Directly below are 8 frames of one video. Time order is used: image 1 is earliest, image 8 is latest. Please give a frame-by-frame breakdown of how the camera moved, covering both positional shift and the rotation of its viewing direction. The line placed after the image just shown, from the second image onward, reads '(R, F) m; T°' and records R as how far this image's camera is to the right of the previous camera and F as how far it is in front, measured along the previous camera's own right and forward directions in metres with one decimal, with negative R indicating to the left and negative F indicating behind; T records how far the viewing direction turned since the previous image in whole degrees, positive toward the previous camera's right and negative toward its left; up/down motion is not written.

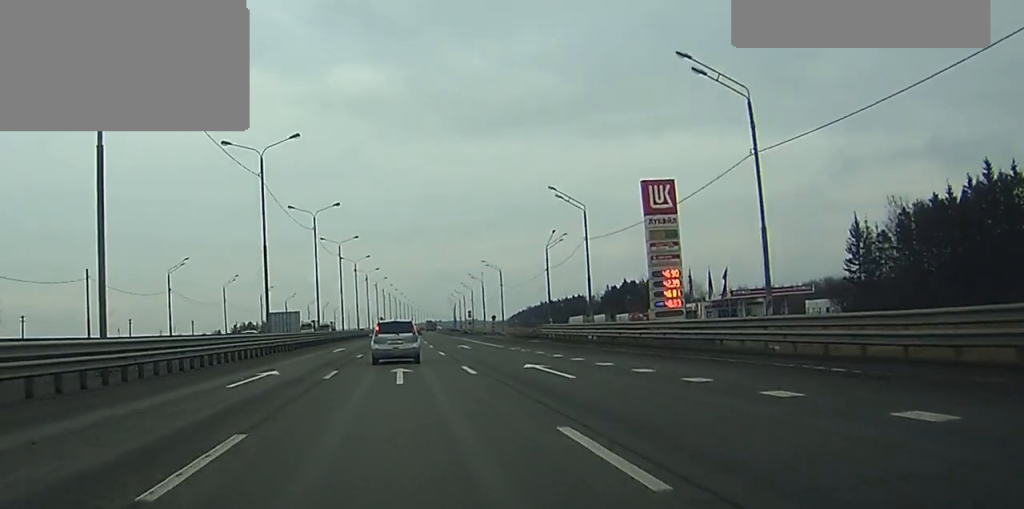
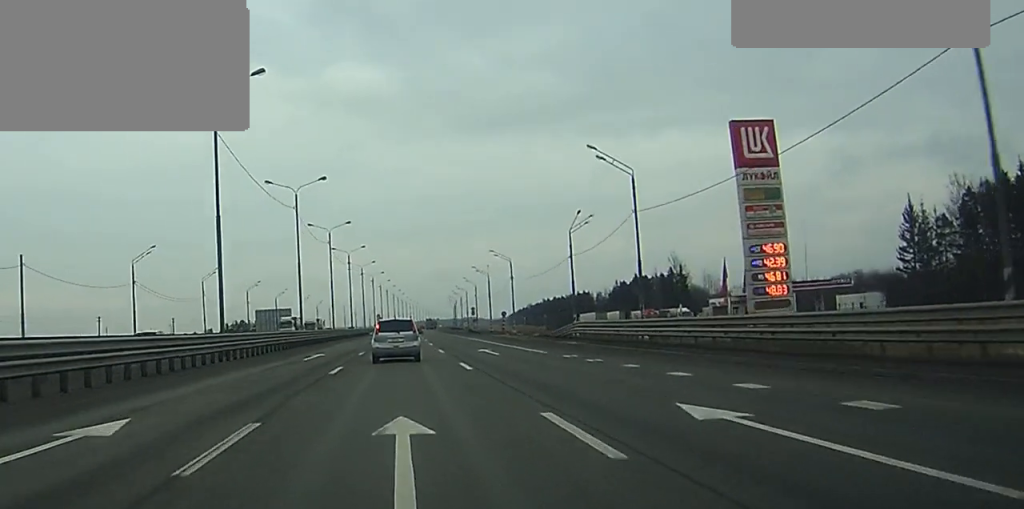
(-0.1, +13.5) m; +1°
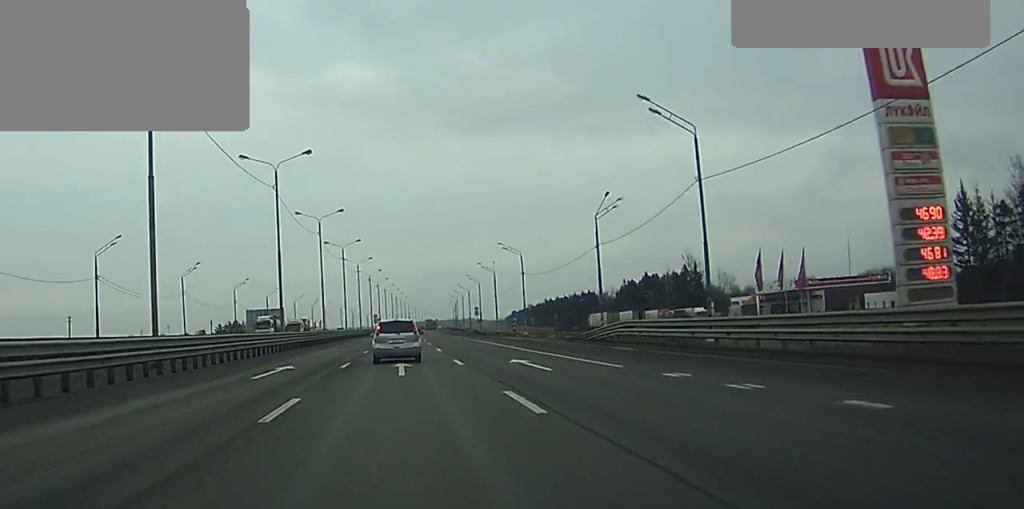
(+0.1, +10.9) m; 0°
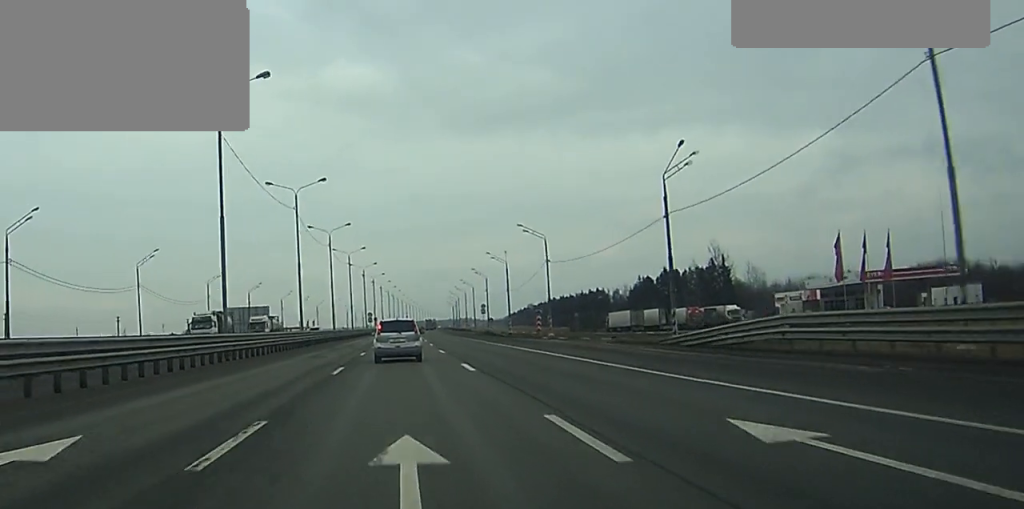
(+0.8, +18.5) m; -1°
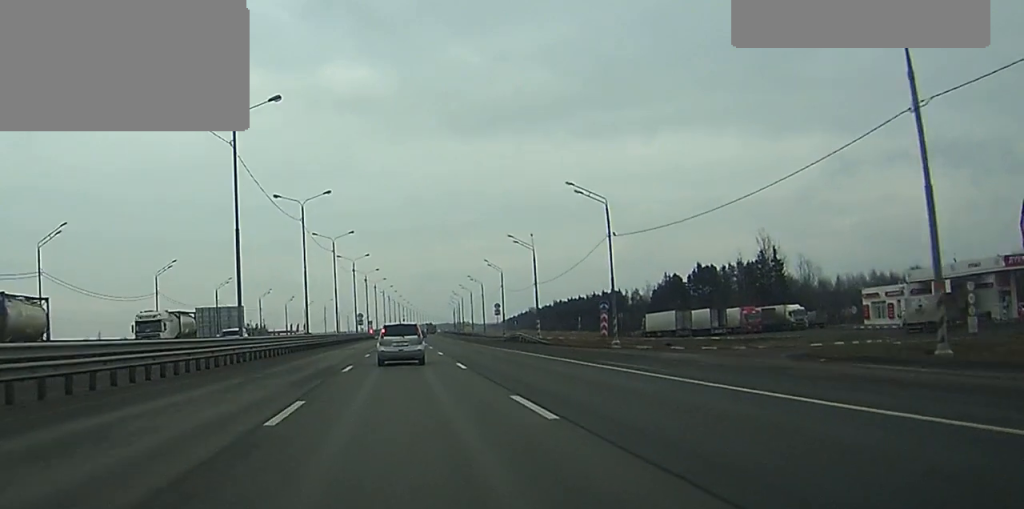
(-1.5, +30.3) m; -2°
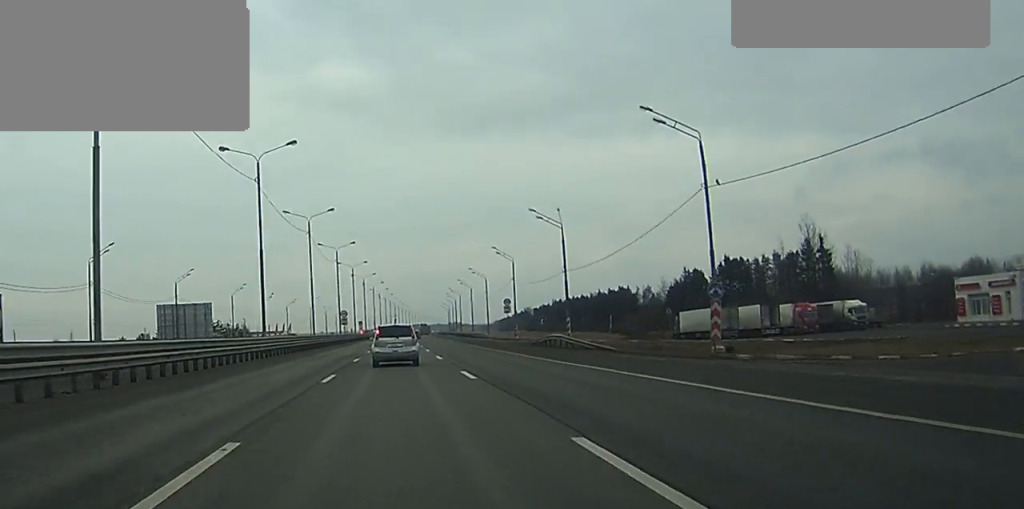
(+0.4, +23.8) m; +1°
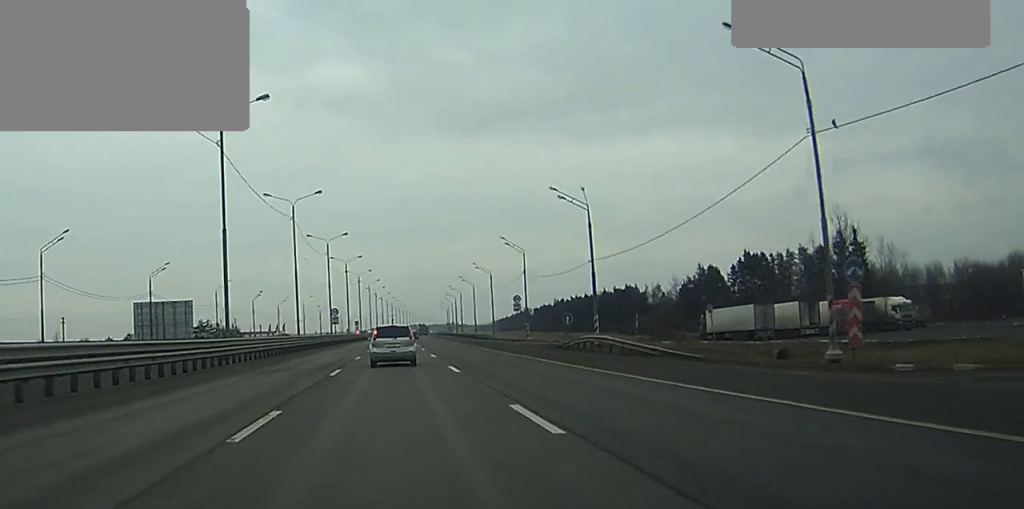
(+0.1, +12.7) m; 0°
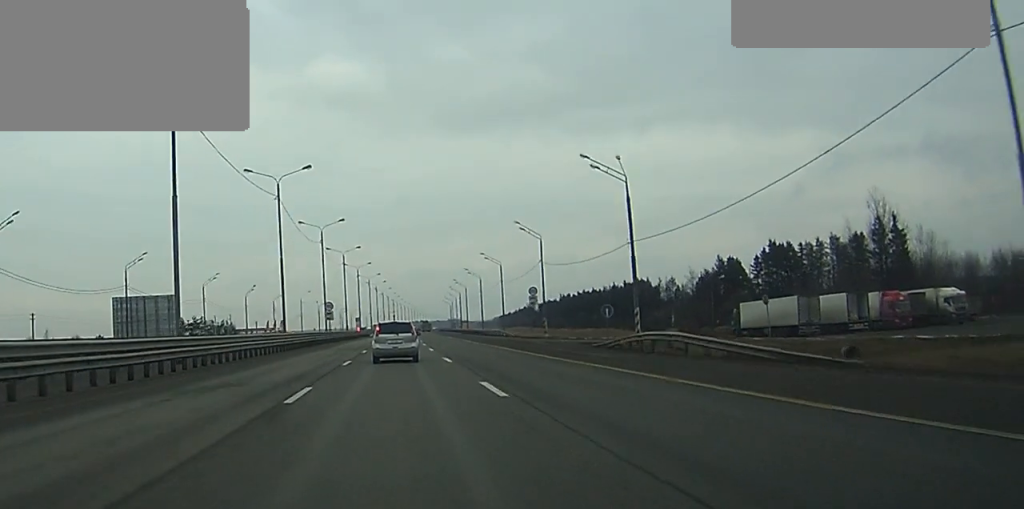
(+0.1, +11.5) m; 0°
